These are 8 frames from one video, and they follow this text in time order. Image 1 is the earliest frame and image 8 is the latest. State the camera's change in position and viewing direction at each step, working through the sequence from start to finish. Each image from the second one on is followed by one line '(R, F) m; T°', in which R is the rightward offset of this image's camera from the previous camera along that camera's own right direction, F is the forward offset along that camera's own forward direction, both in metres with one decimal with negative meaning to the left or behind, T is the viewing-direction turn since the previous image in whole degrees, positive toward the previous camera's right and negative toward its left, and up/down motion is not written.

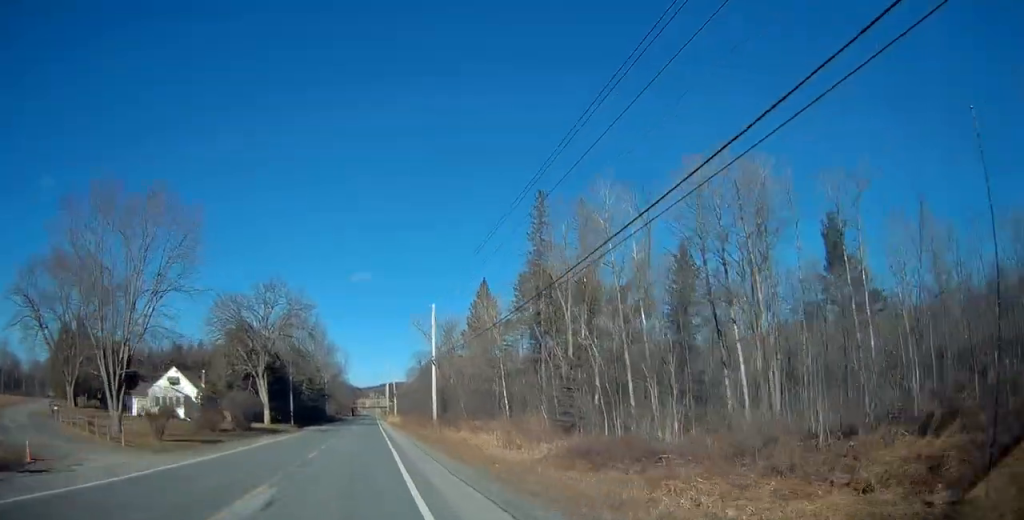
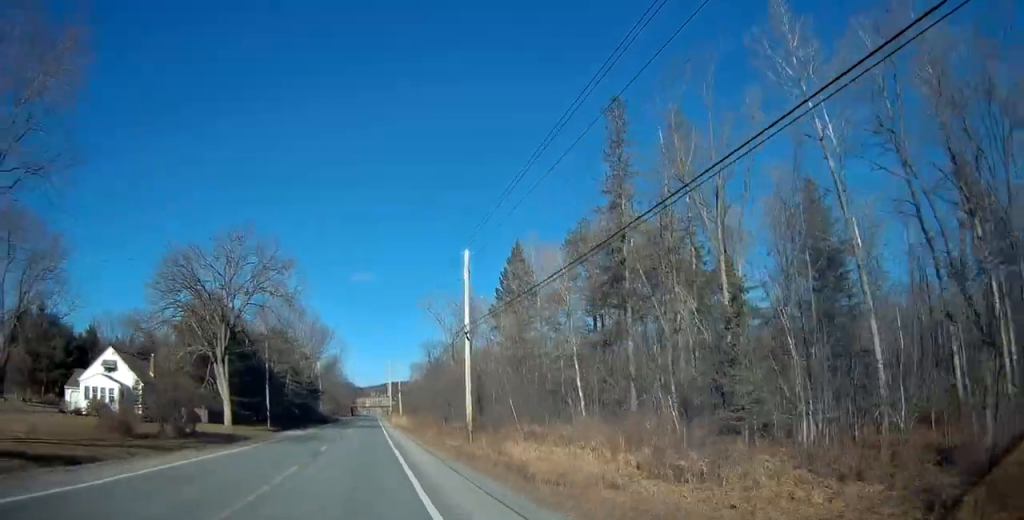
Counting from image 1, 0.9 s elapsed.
(+0.2, +19.5) m; 0°
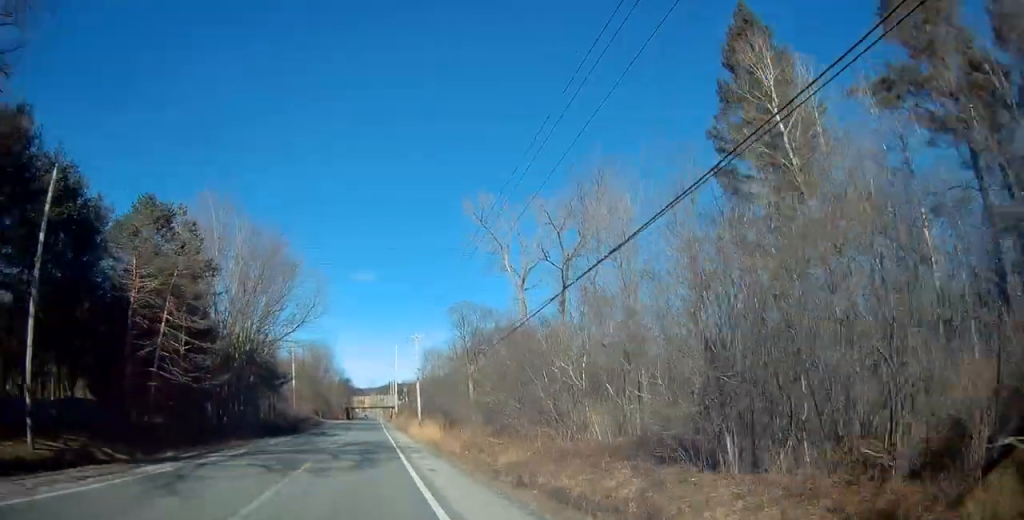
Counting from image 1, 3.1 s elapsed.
(-0.3, +46.0) m; -1°
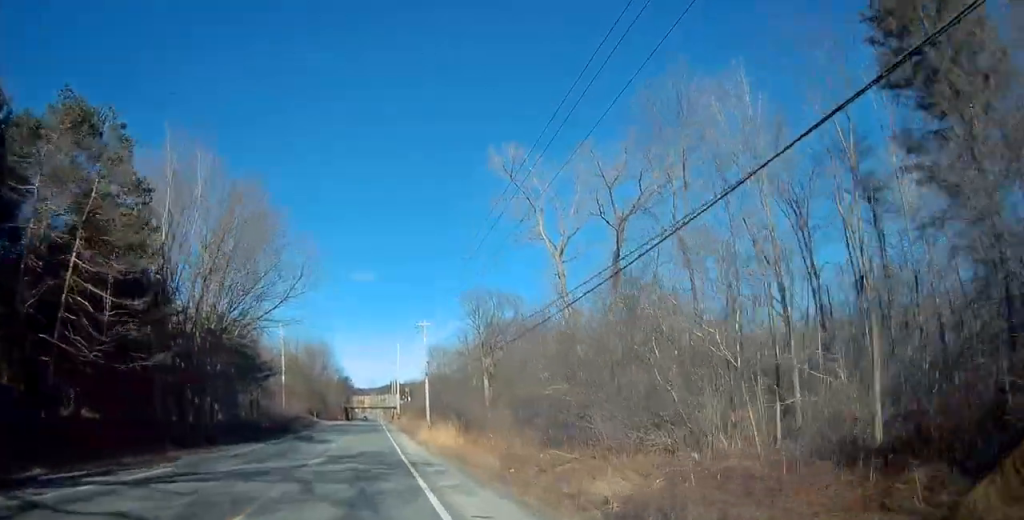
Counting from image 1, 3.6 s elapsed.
(0.0, +10.7) m; 0°
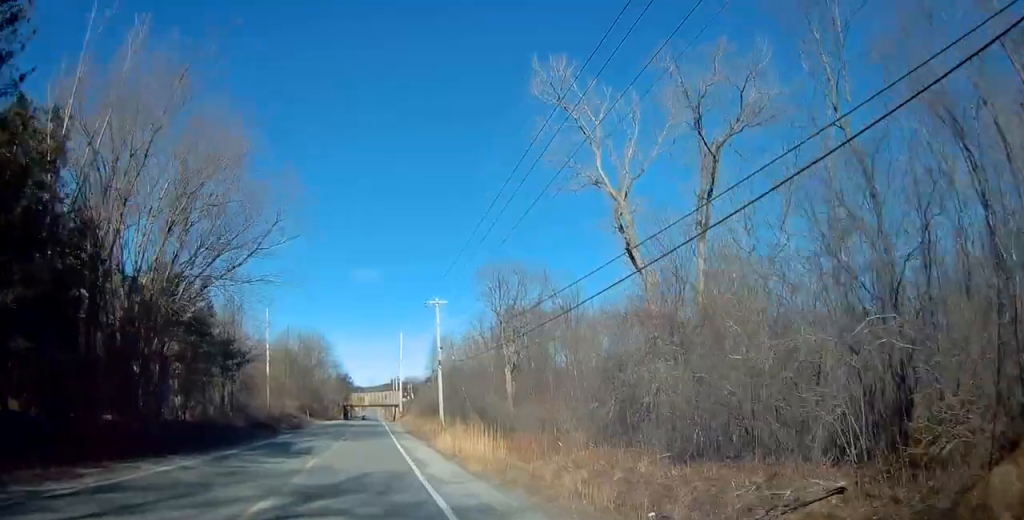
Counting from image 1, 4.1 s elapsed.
(-0.1, +11.5) m; 0°
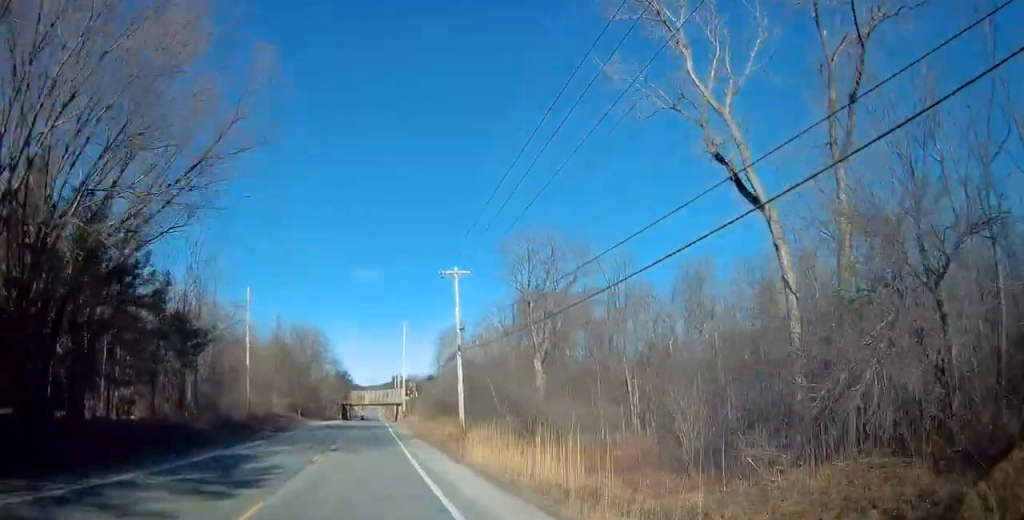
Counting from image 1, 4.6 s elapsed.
(0.0, +10.8) m; 0°
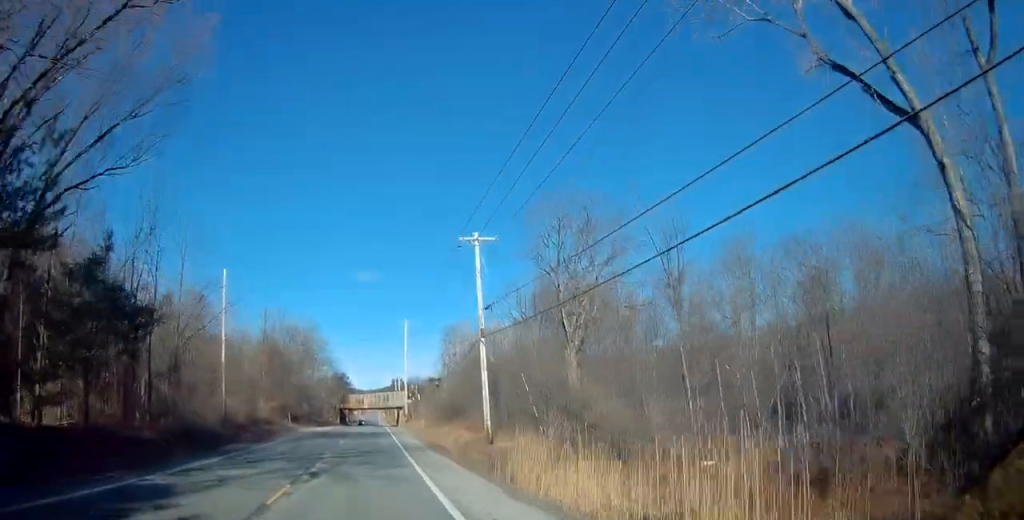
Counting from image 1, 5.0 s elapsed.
(+0.2, +8.7) m; 0°
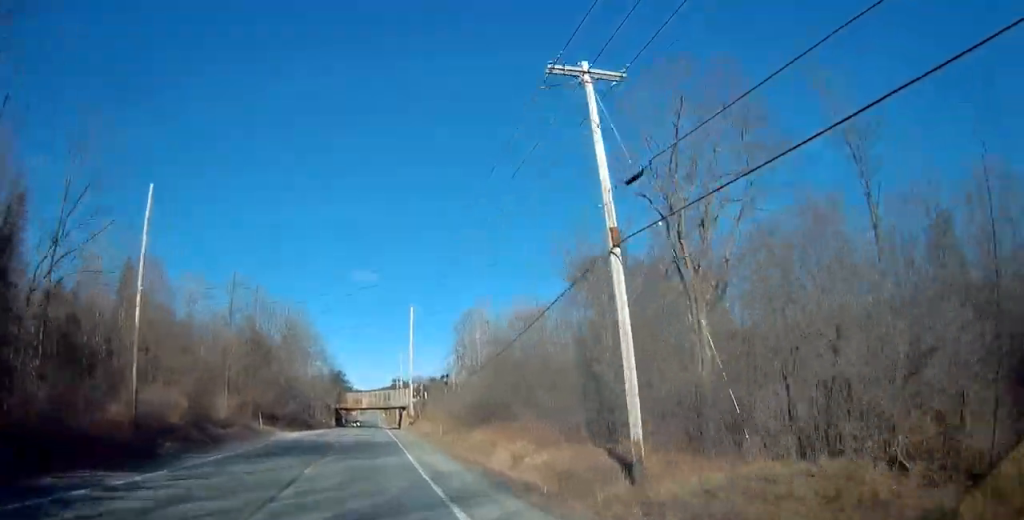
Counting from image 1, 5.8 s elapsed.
(-0.1, +17.4) m; 0°
